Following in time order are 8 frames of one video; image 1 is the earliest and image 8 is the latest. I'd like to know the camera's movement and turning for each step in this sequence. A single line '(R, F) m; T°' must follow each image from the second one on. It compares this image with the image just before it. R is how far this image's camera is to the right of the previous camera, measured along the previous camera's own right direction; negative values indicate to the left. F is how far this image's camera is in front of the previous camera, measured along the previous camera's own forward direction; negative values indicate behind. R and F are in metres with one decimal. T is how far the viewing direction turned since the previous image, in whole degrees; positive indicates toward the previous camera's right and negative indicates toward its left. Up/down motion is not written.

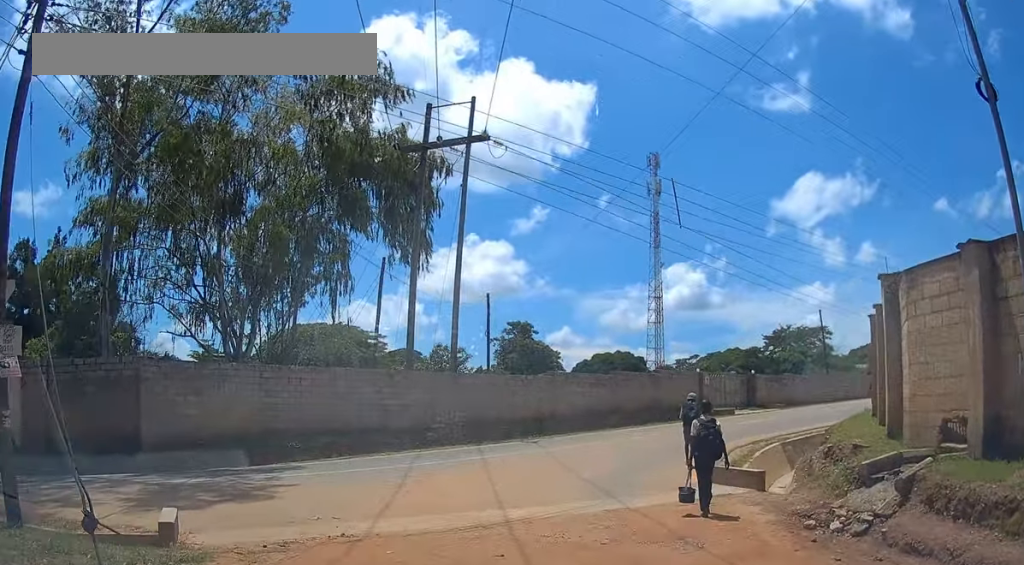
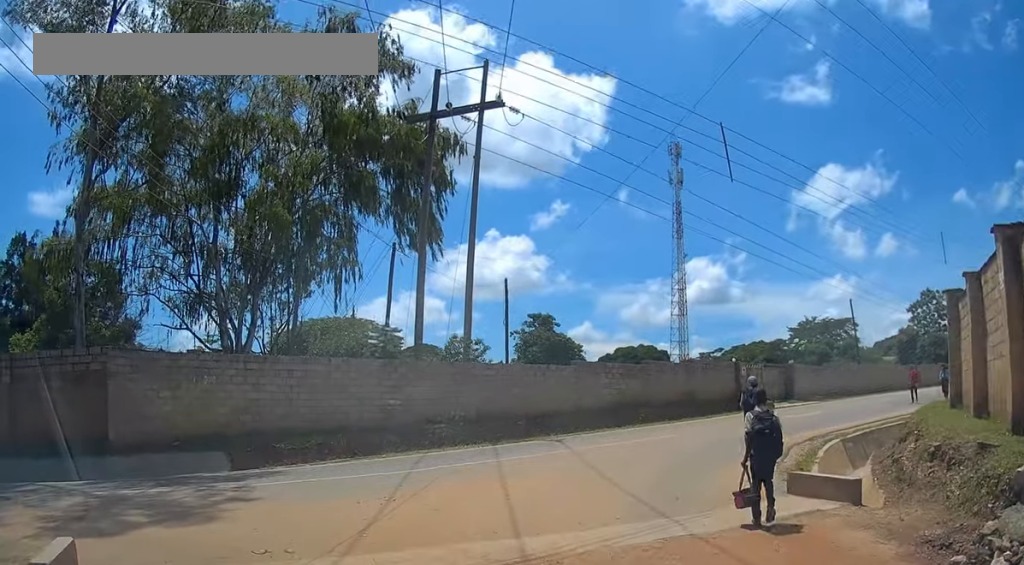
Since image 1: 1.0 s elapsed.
(0.0, +2.9) m; -1°
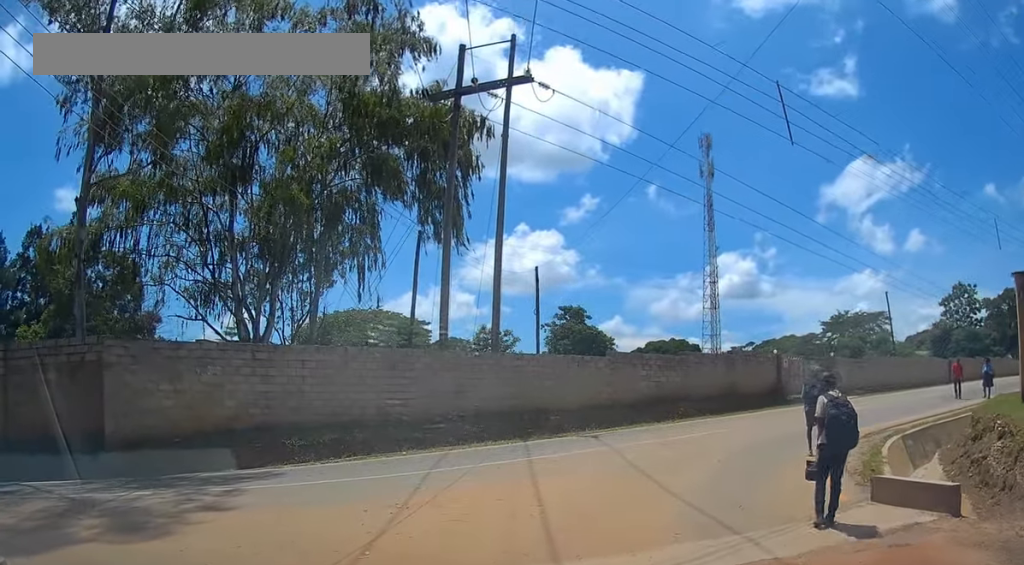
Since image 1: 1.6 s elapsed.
(0.0, +1.6) m; -5°
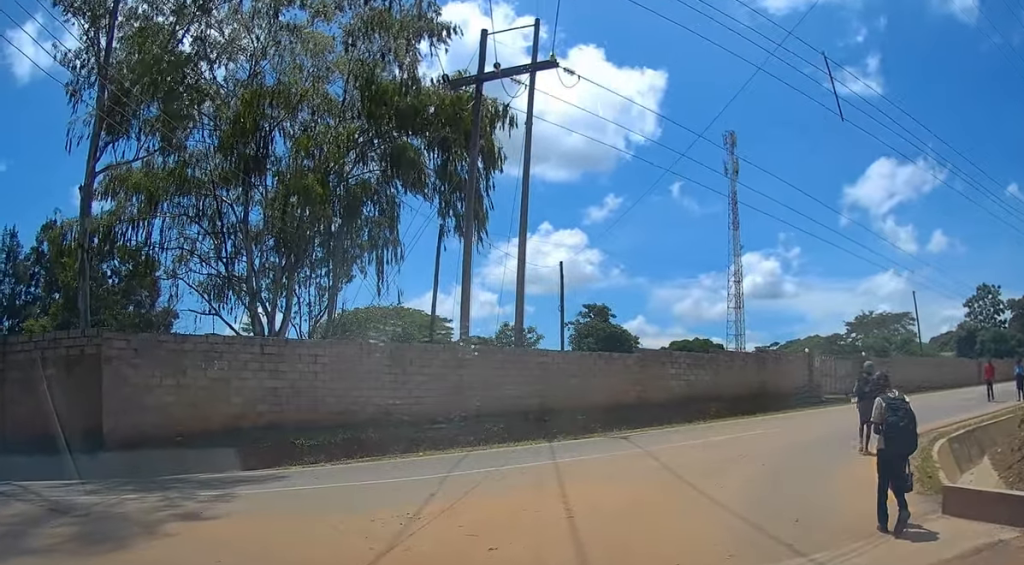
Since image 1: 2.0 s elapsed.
(0.0, +1.1) m; -4°
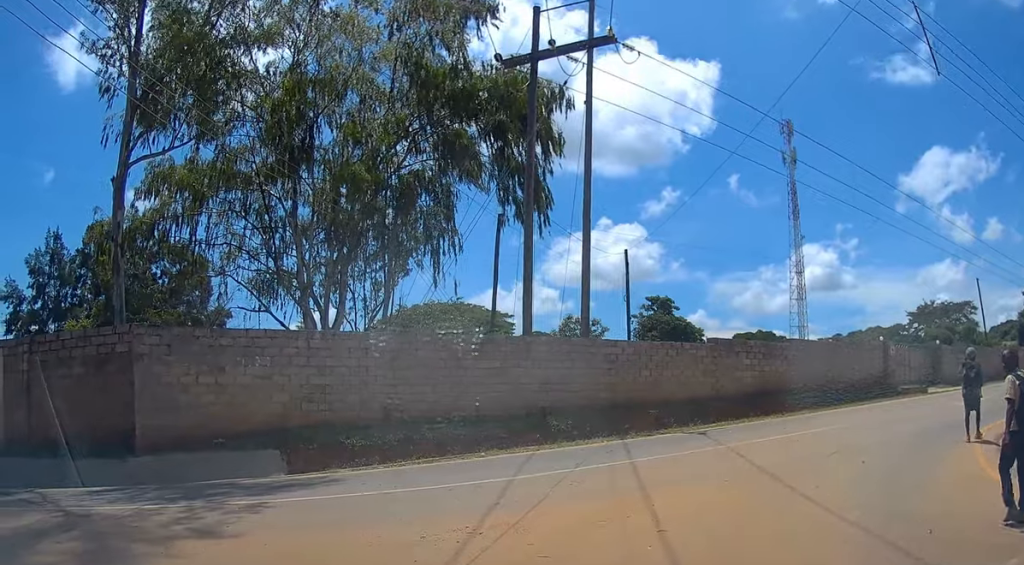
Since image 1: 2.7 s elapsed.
(-0.2, +1.3) m; -10°
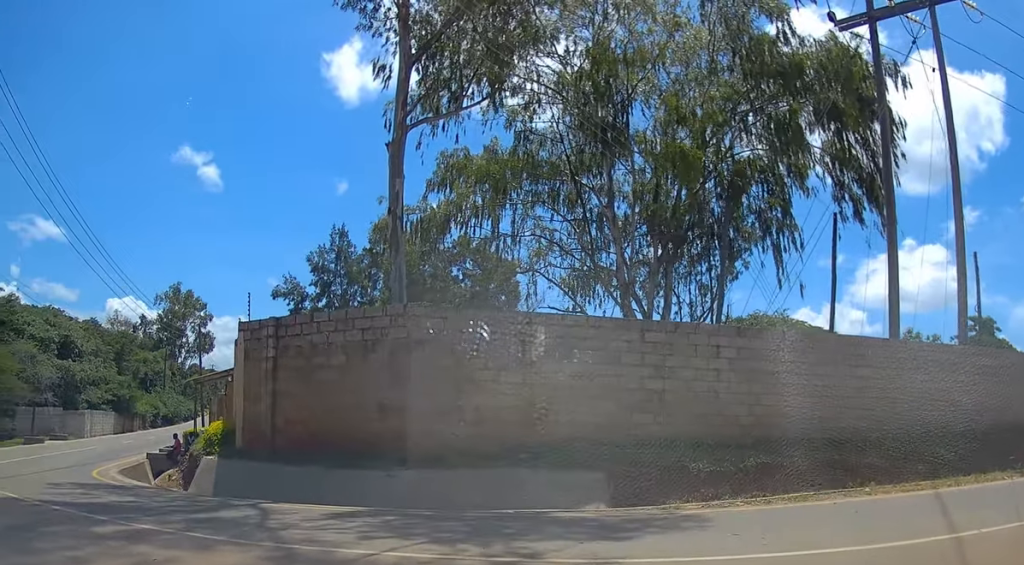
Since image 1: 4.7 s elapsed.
(-1.1, +3.5) m; -40°
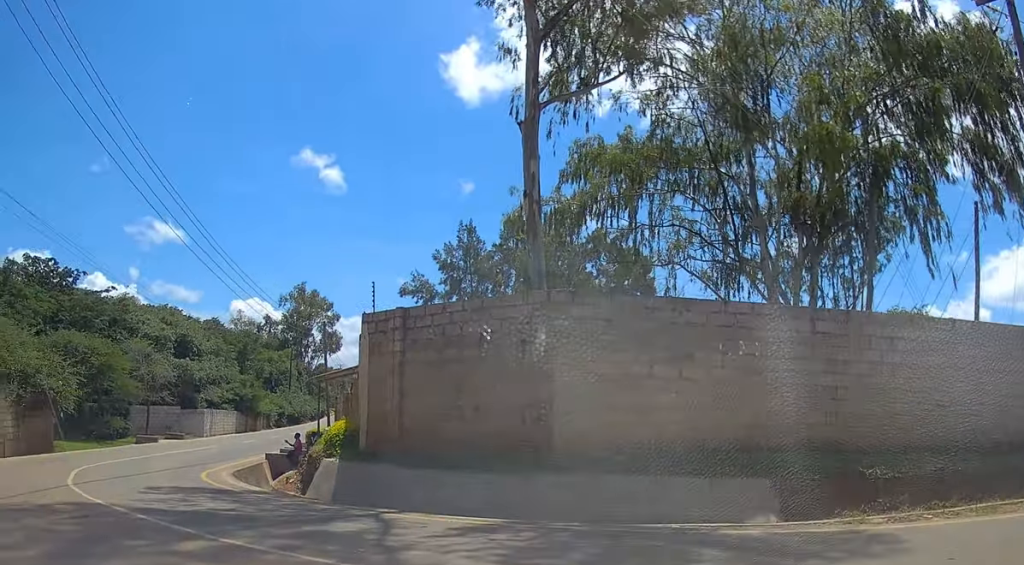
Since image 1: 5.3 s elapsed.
(-0.2, +1.4) m; -11°
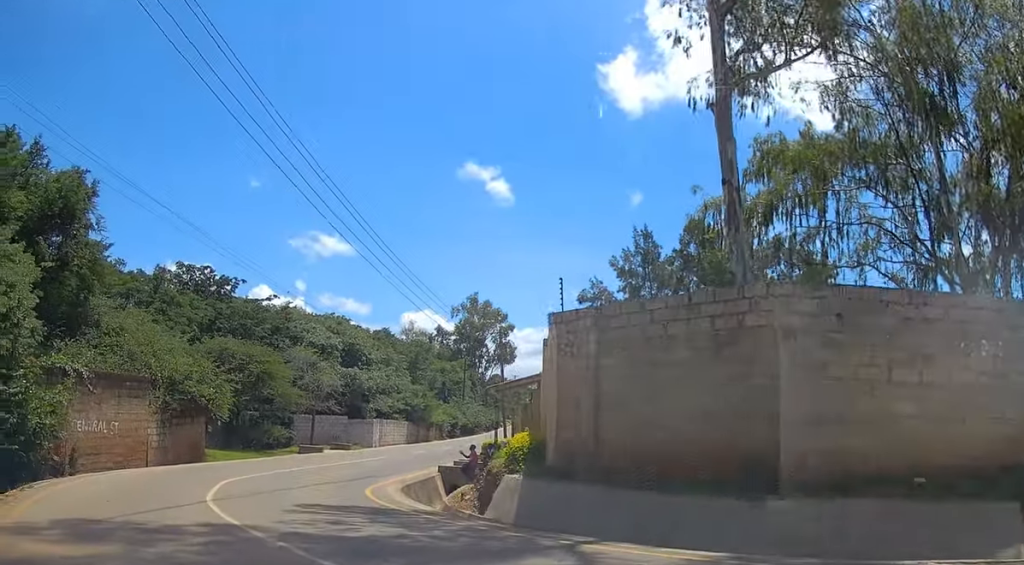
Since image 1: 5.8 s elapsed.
(-0.2, +1.6) m; -9°
